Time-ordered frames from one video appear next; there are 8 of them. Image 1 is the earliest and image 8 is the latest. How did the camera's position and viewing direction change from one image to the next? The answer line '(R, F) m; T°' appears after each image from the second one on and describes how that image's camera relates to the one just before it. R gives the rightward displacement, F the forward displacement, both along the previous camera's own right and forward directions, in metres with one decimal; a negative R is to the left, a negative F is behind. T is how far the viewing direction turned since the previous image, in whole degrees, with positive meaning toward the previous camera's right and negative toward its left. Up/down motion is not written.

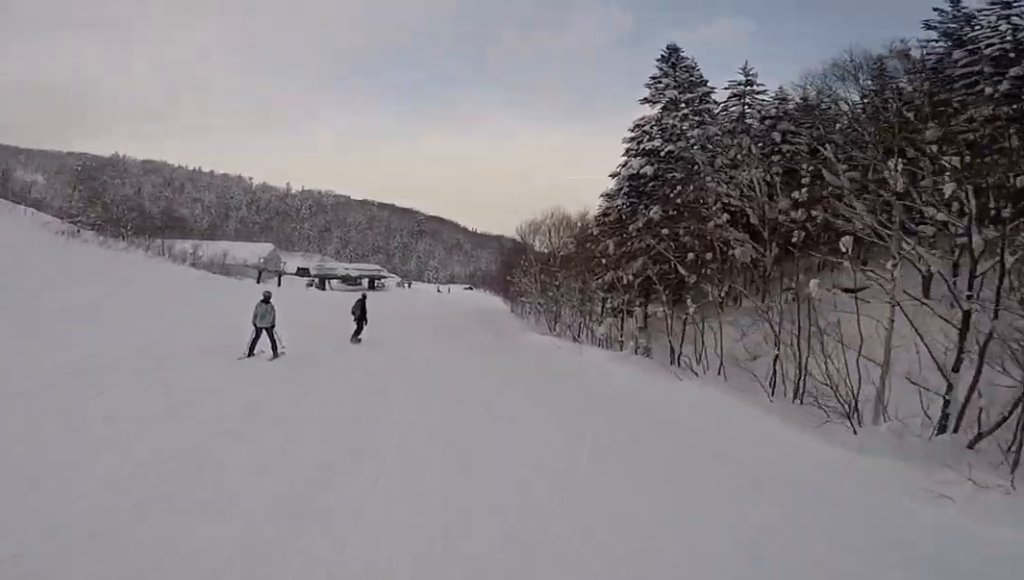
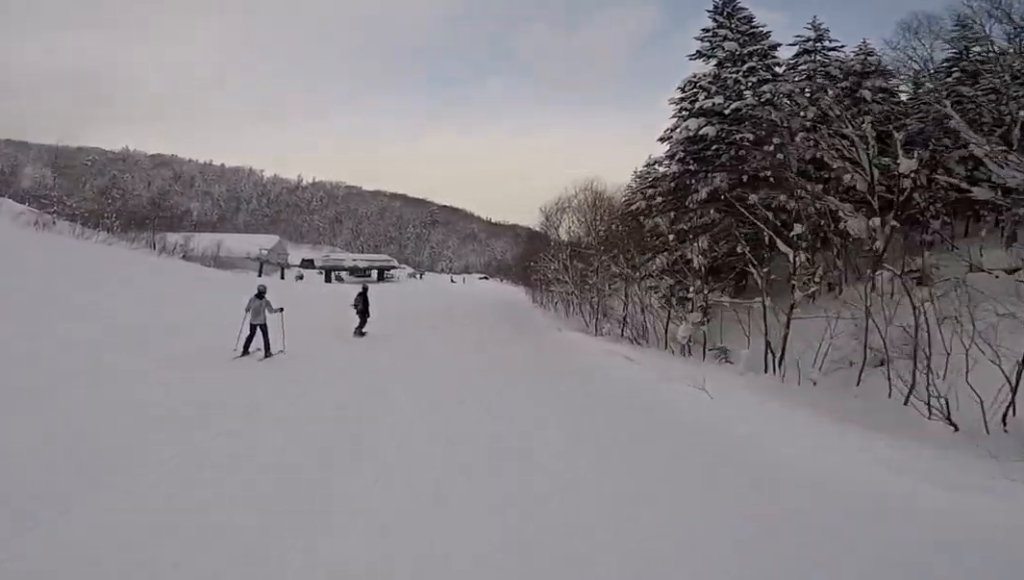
(-1.3, +6.3) m; -5°
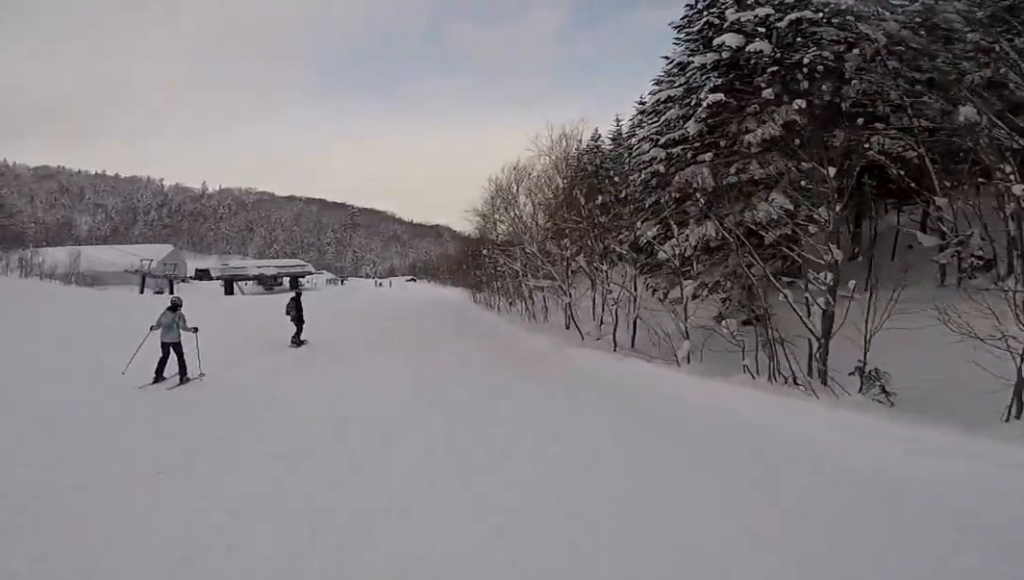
(+0.2, +11.1) m; +10°
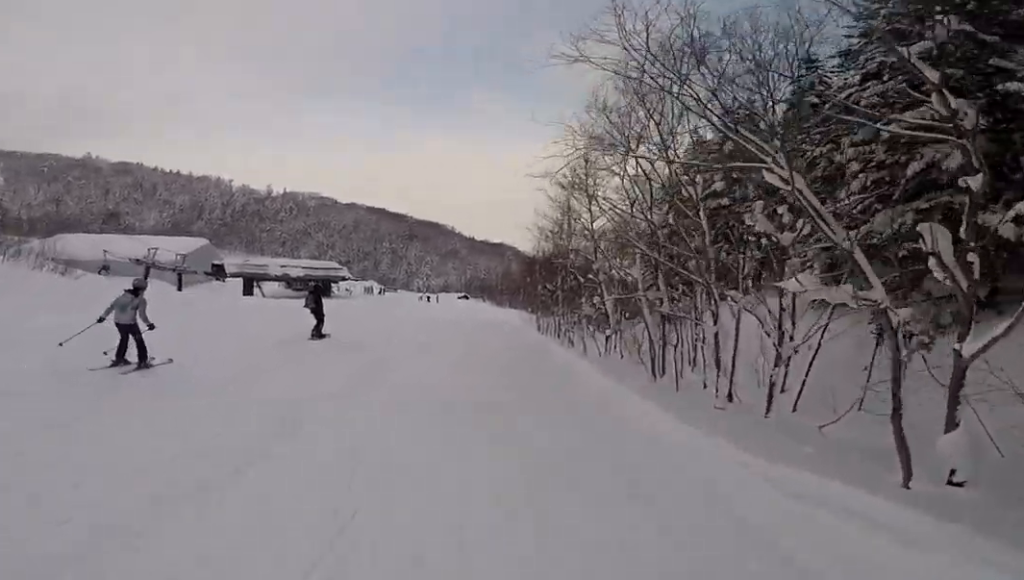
(+0.9, +14.0) m; -1°
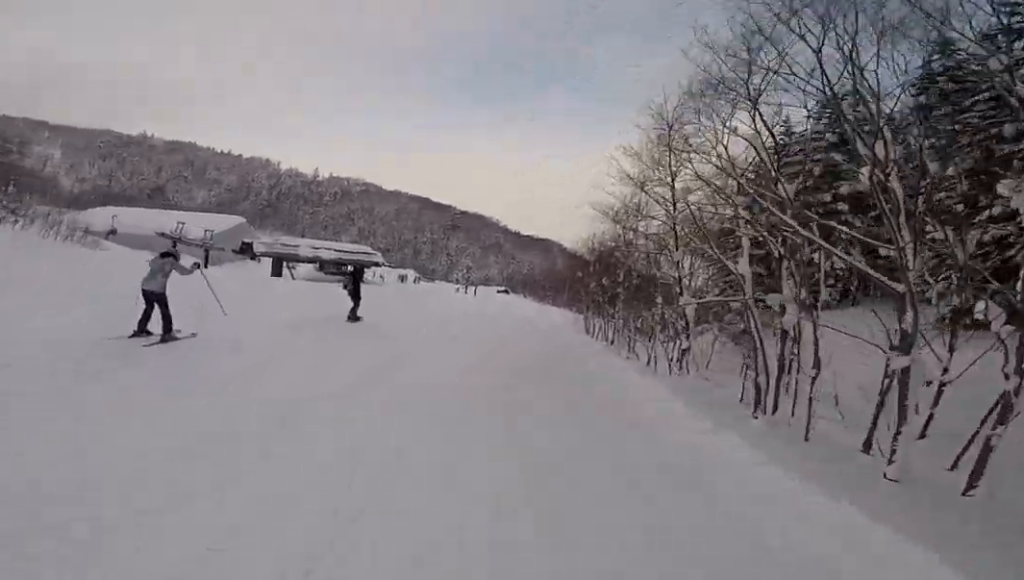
(-0.2, +4.2) m; -3°
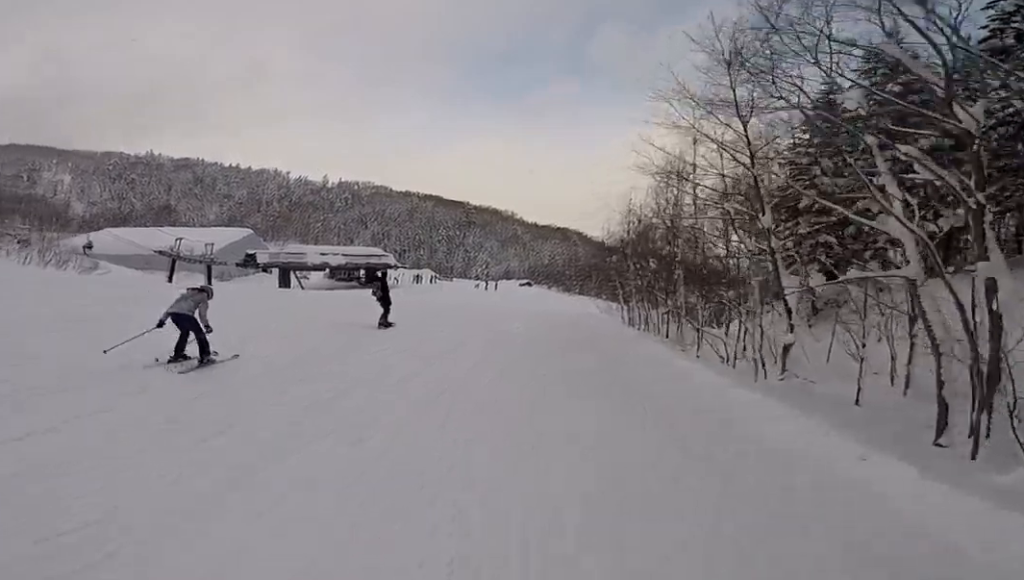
(-0.1, +4.0) m; -1°
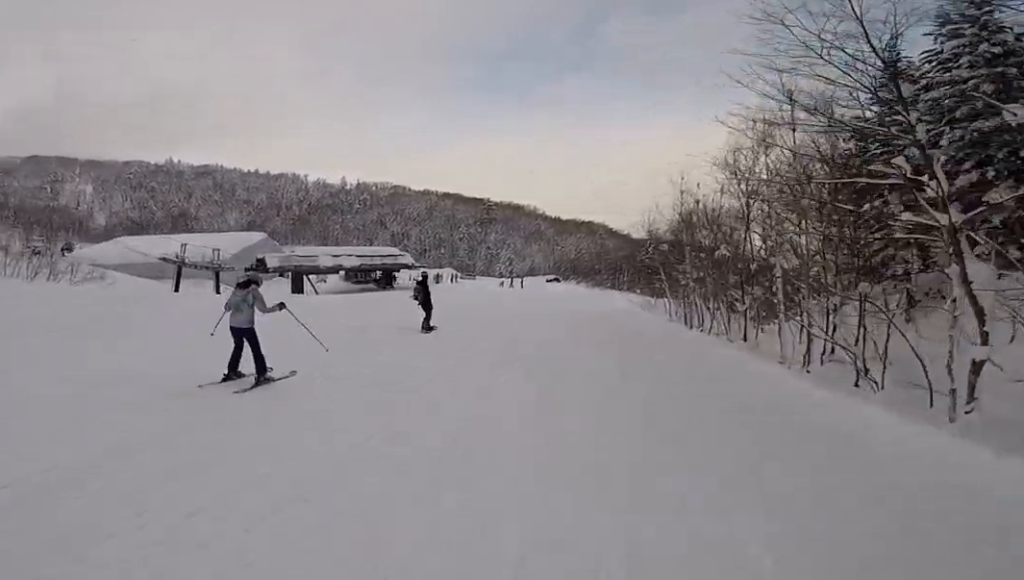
(0.0, +3.9) m; 0°
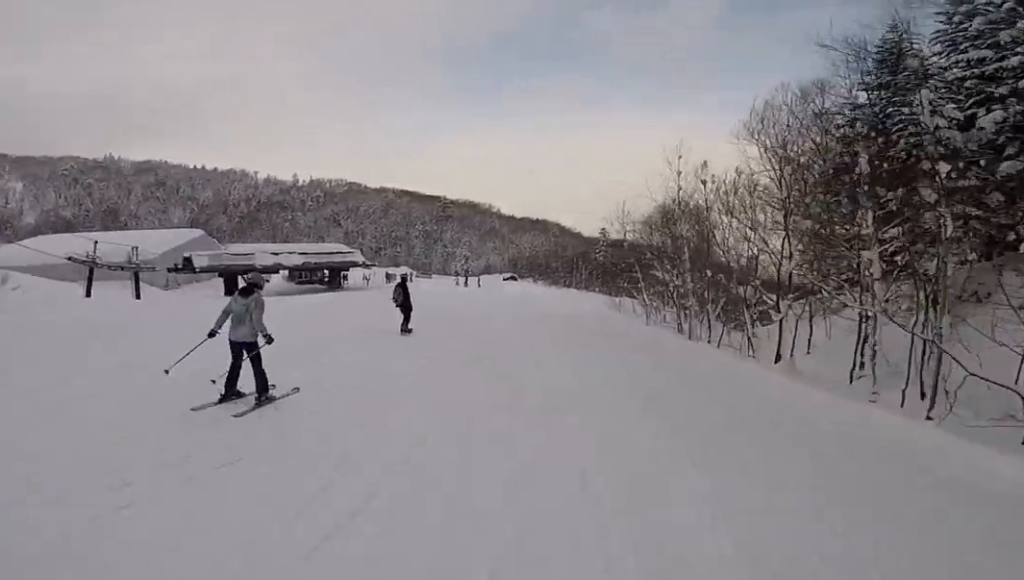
(0.0, +4.8) m; +1°
